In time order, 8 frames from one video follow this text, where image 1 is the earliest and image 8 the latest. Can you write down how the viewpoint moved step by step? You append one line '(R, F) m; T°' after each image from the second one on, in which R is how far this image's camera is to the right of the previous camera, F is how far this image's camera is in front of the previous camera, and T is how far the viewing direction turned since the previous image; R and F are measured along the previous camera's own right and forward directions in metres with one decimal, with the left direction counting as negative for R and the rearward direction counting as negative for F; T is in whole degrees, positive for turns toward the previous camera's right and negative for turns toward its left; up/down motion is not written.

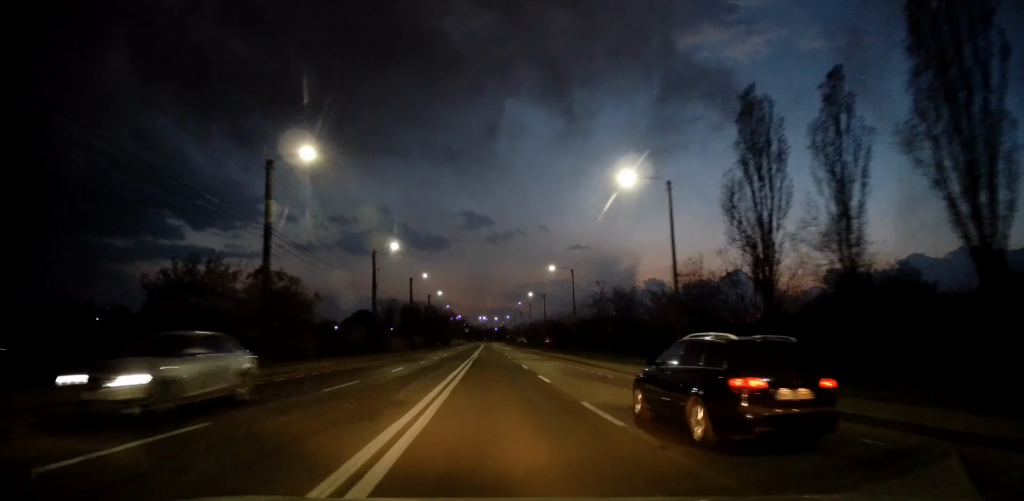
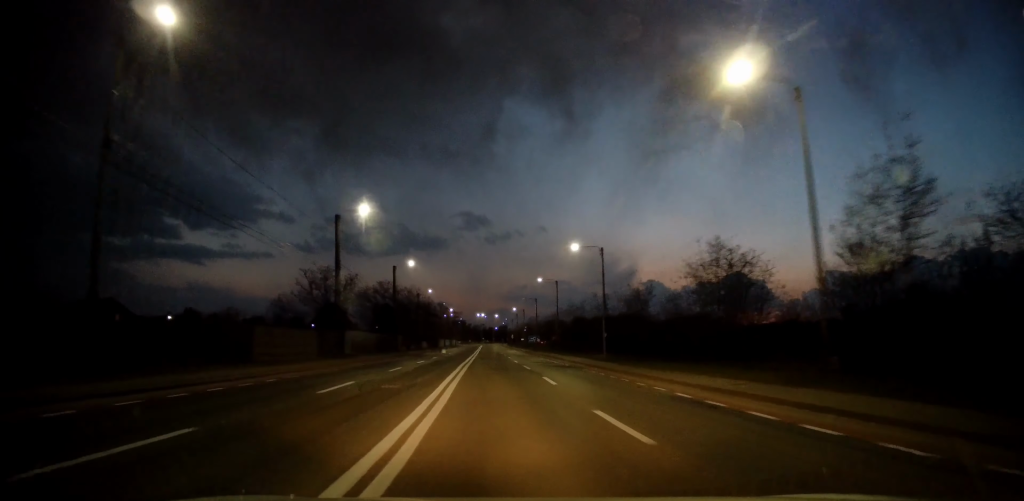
(+0.3, +39.4) m; 0°
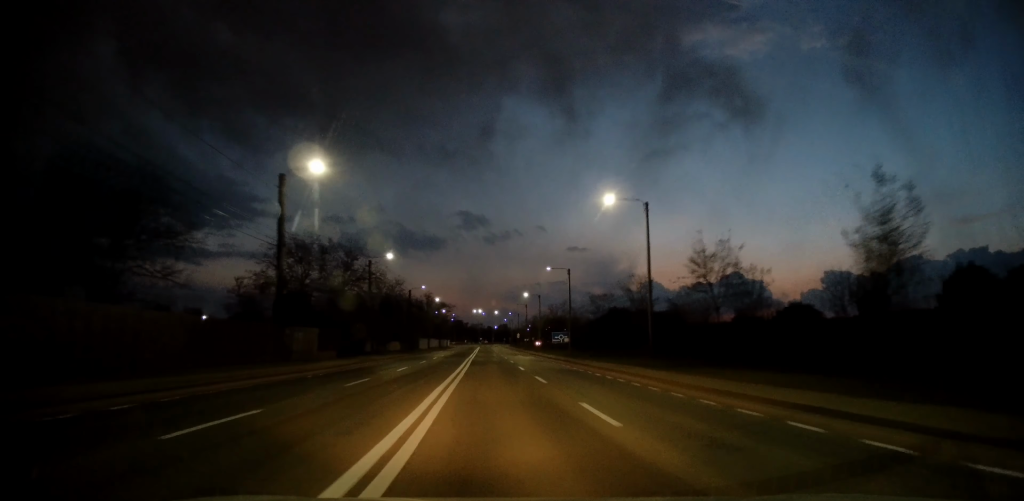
(-0.4, +36.6) m; +1°
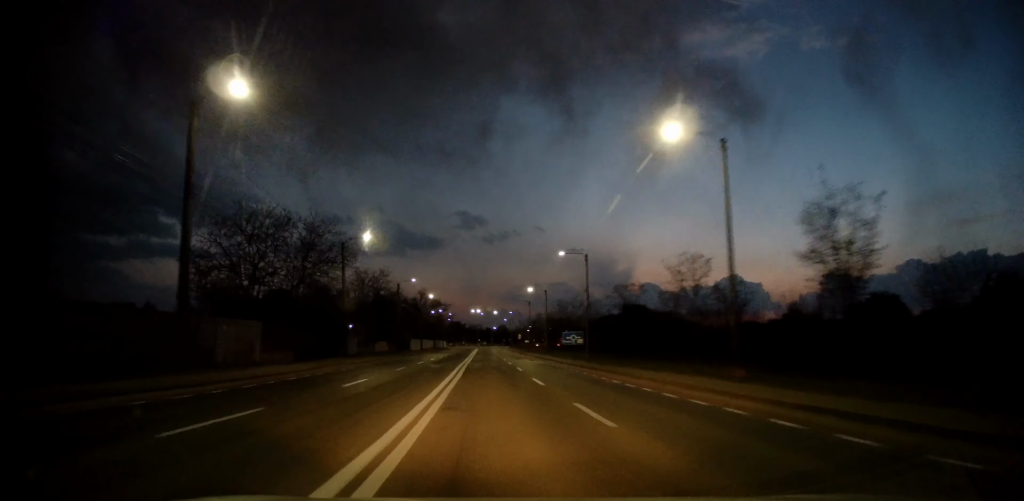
(+0.2, +9.6) m; 0°
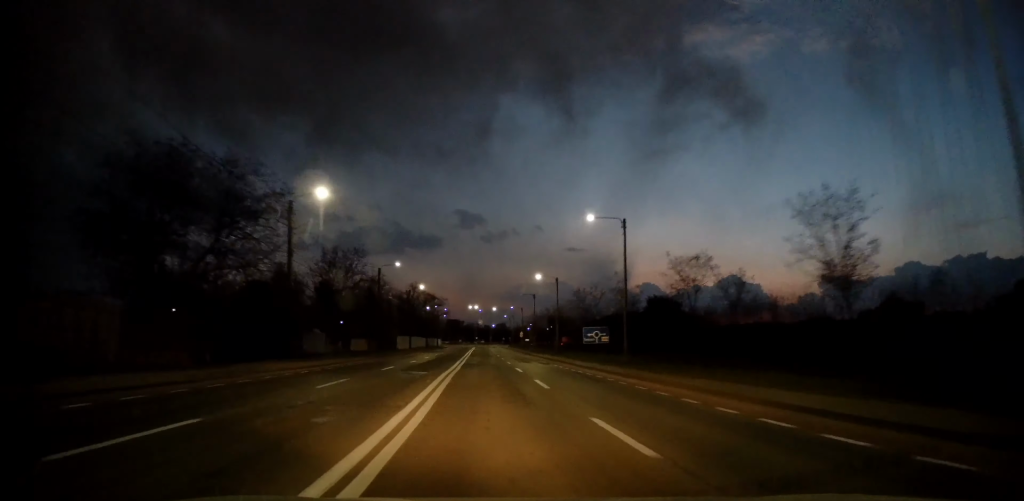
(+0.3, +12.0) m; 0°
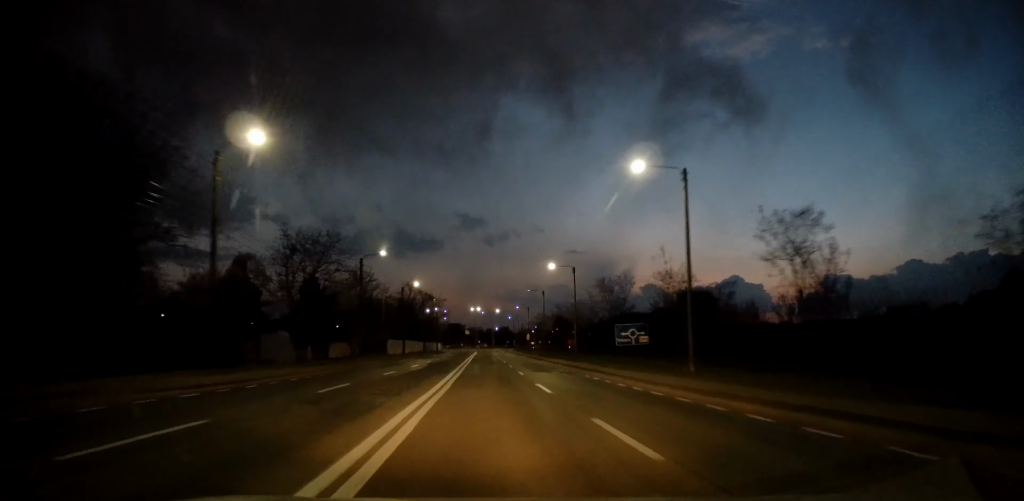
(-0.1, +9.6) m; 0°
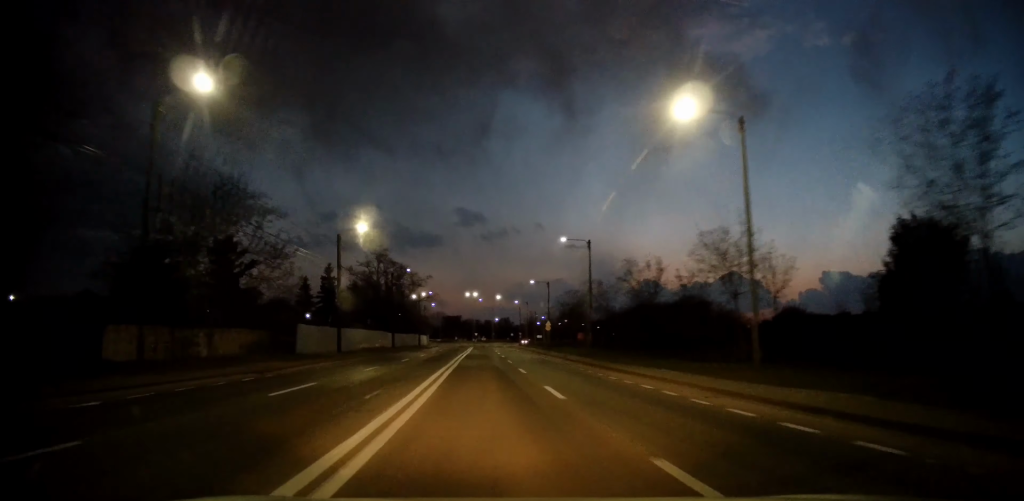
(0.0, +32.1) m; 0°
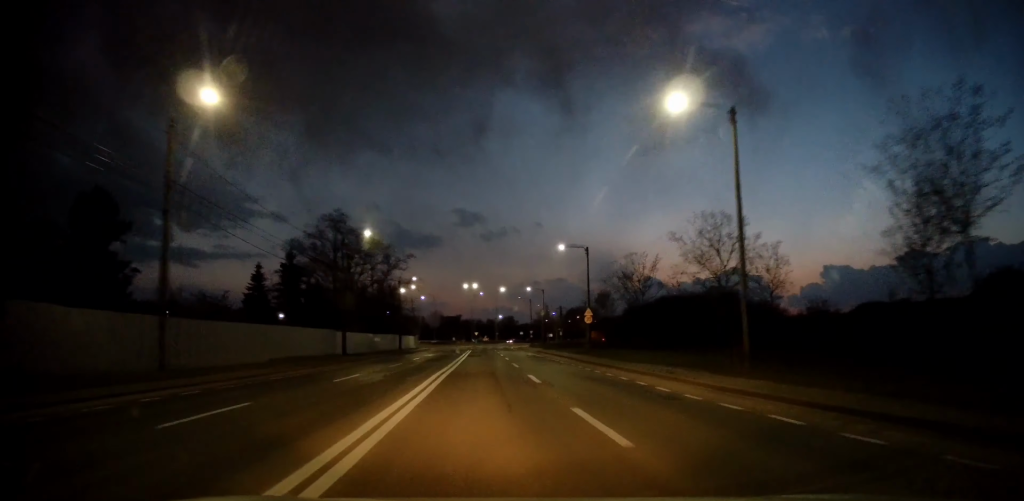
(-0.2, +24.0) m; 0°
